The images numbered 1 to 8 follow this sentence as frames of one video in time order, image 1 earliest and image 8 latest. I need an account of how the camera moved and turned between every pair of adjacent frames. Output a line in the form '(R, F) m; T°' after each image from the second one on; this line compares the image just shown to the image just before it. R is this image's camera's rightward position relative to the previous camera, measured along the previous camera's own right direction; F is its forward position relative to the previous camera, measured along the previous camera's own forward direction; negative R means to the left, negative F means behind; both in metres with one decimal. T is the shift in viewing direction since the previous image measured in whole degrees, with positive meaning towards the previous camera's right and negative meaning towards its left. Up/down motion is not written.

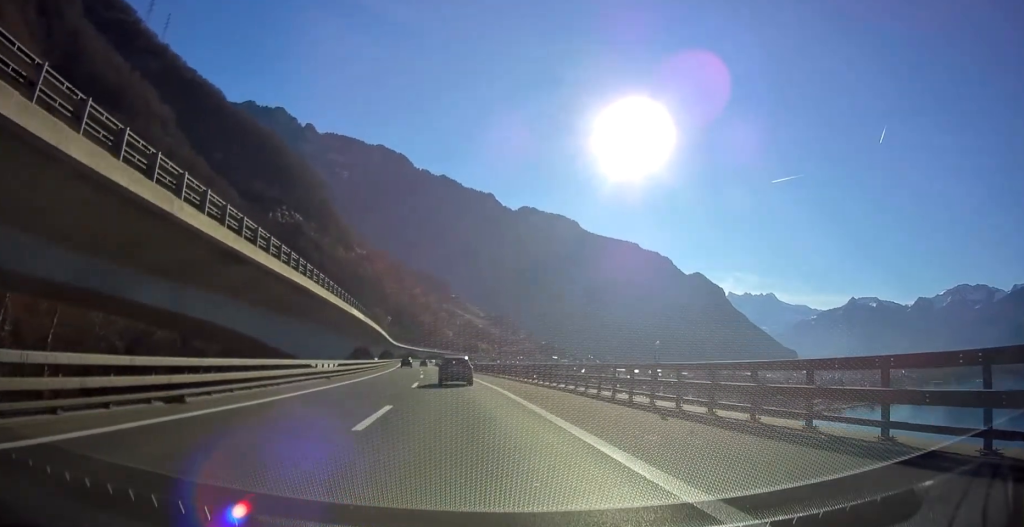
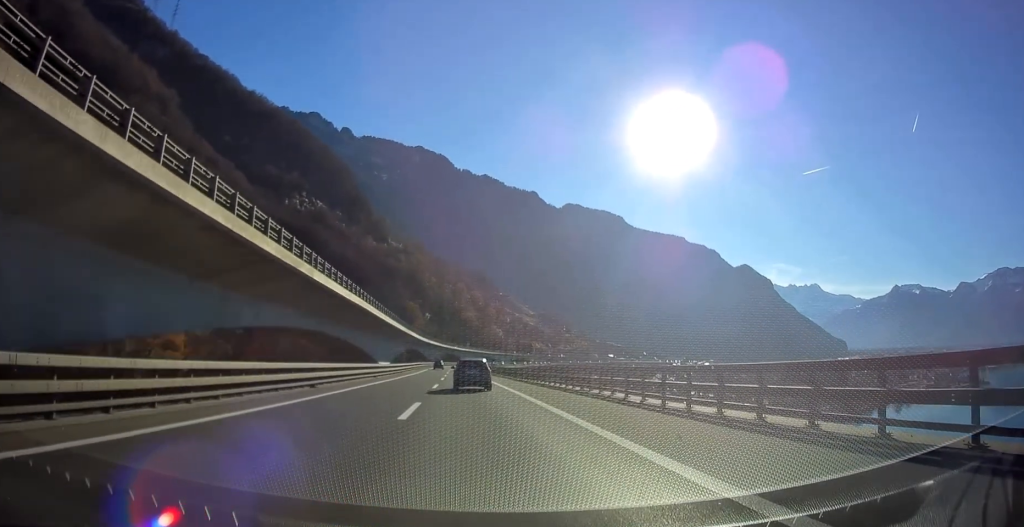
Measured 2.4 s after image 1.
(-3.0, +68.5) m; -4°
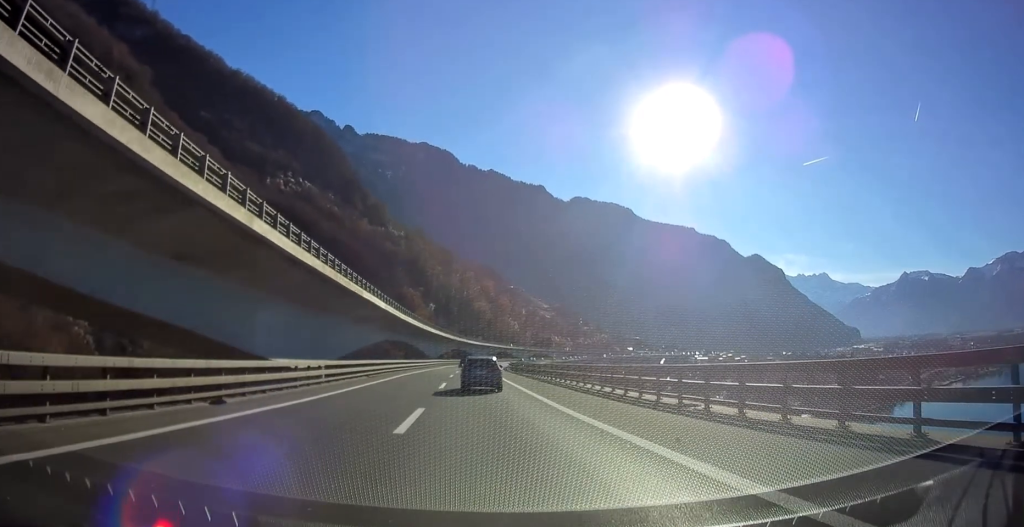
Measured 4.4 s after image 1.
(-1.1, +55.5) m; -2°
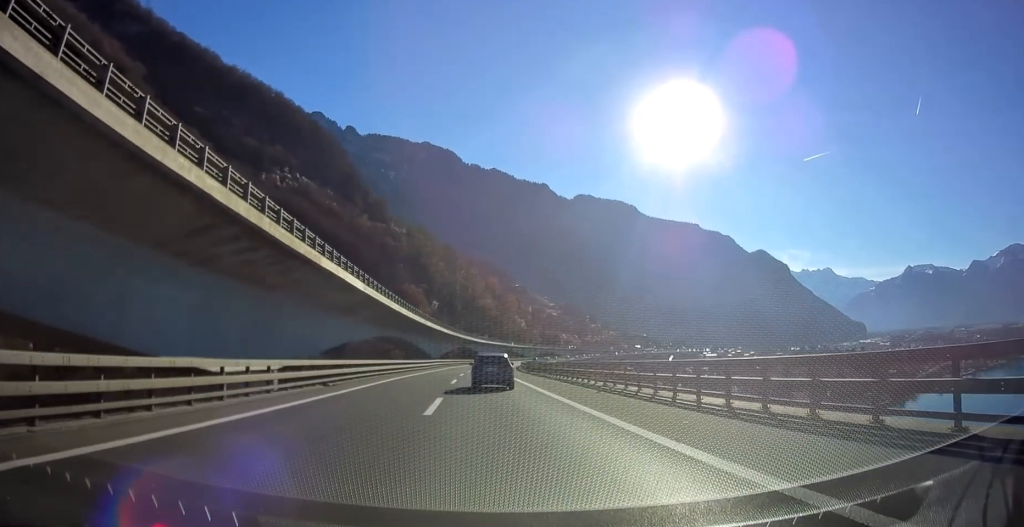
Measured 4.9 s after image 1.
(0.0, +14.1) m; 0°
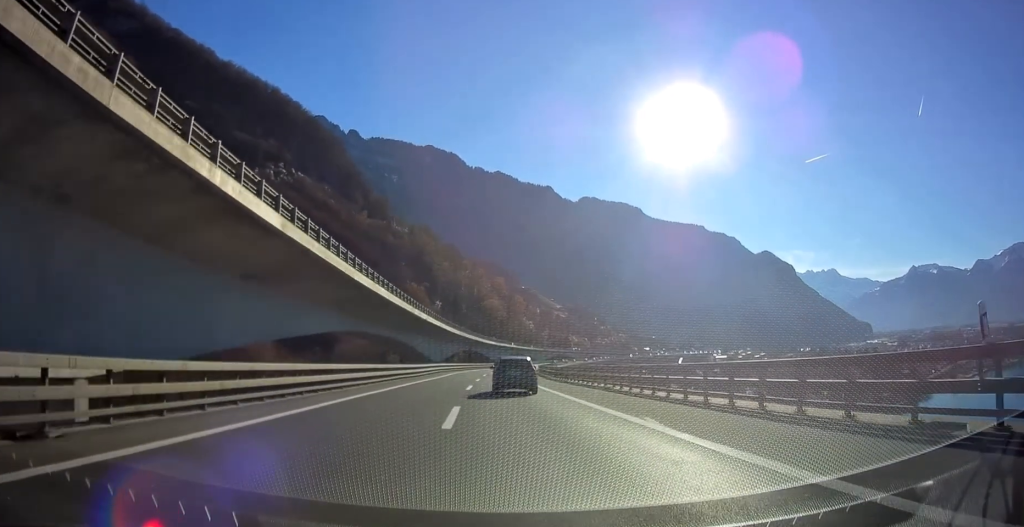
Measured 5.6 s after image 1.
(-0.1, +20.7) m; 0°
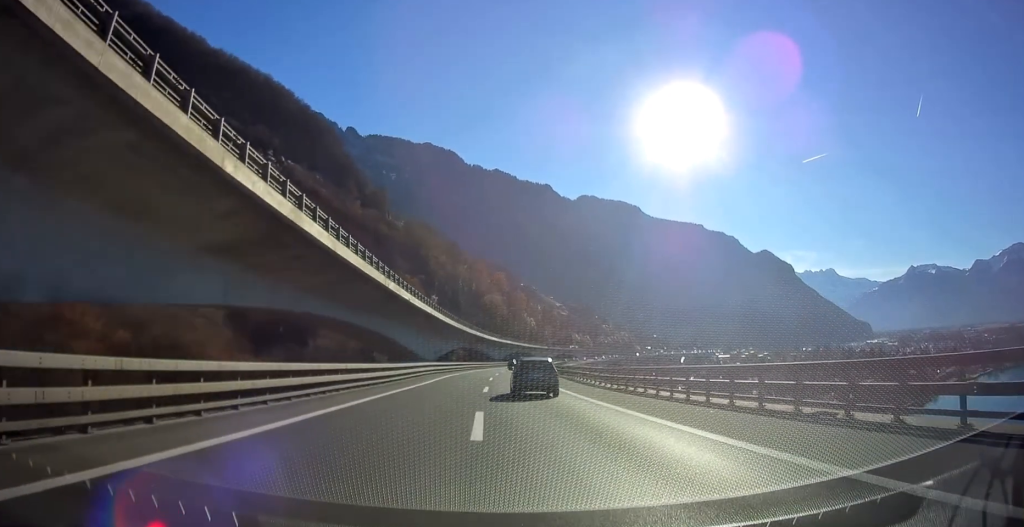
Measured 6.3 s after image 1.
(0.0, +18.9) m; 0°
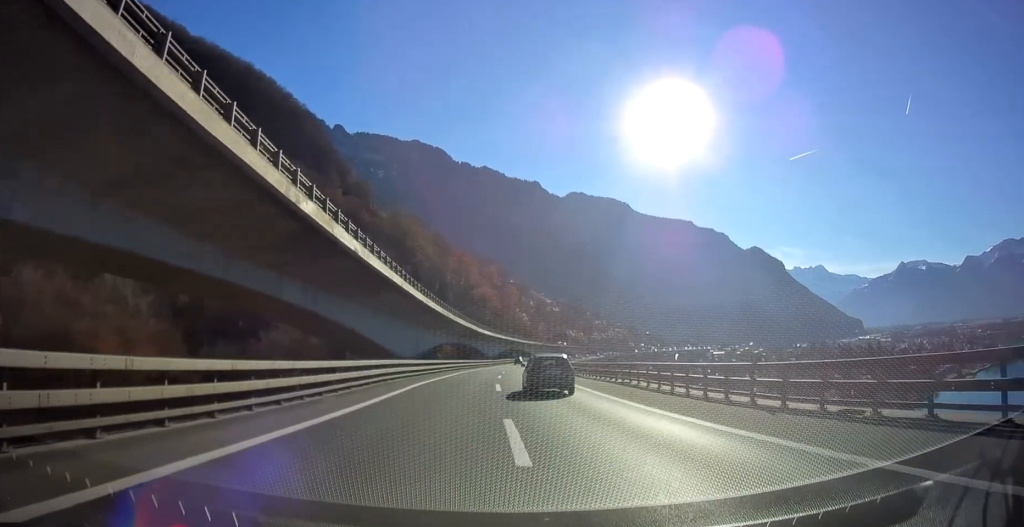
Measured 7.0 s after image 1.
(0.0, +20.7) m; 0°
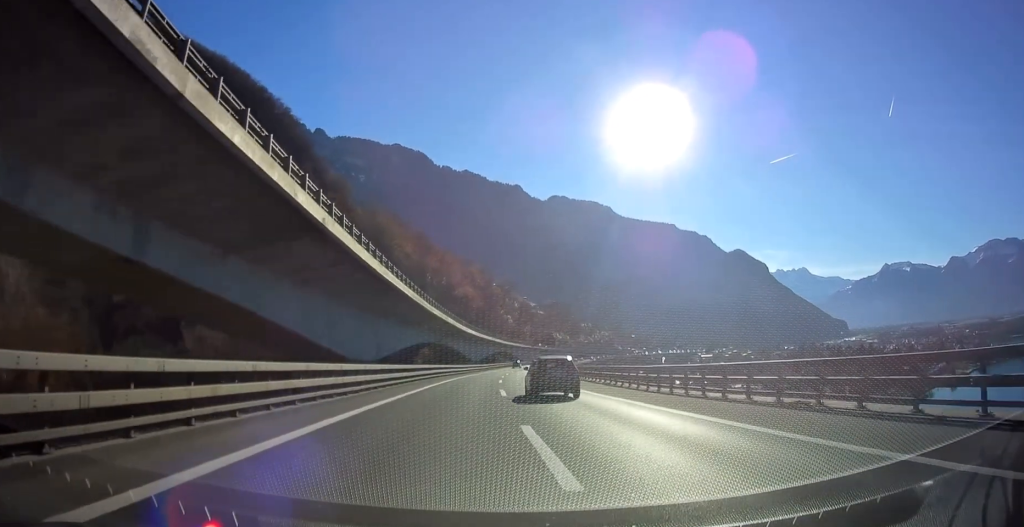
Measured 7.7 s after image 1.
(+0.2, +19.8) m; +1°
